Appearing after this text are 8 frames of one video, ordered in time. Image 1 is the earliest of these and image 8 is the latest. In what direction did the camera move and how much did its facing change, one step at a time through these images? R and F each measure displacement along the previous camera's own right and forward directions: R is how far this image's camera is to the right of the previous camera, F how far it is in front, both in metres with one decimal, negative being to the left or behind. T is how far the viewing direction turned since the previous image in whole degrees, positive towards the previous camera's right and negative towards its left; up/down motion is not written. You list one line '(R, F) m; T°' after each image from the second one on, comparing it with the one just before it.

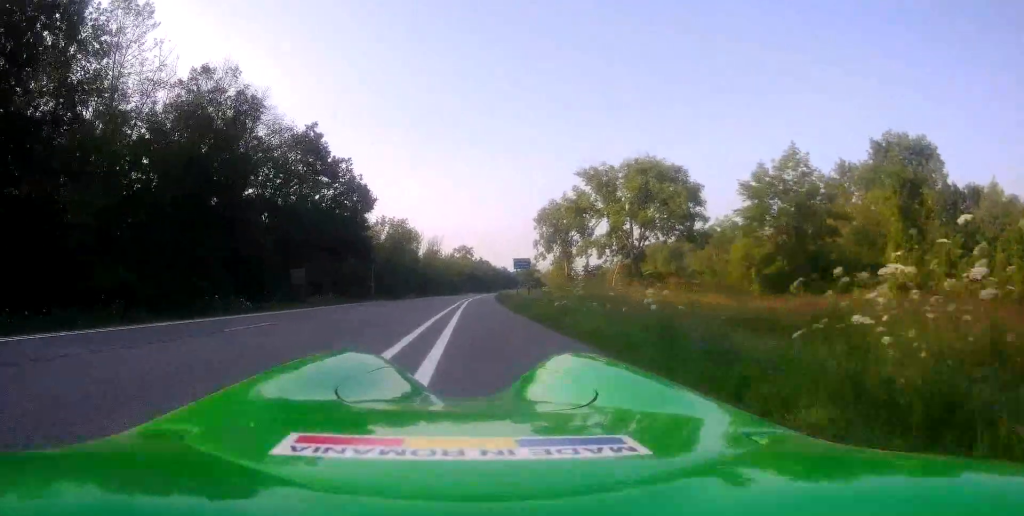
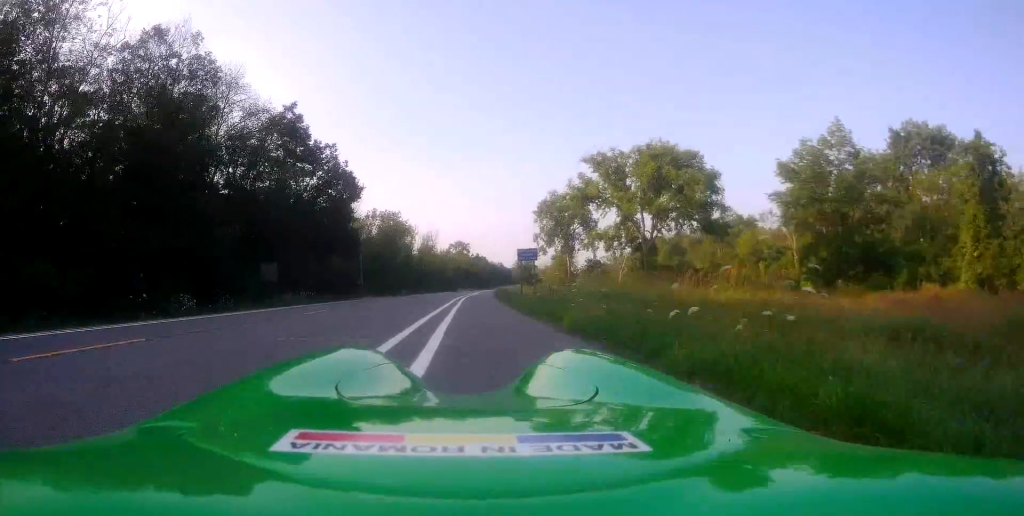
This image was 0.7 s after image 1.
(+0.3, +6.2) m; 0°
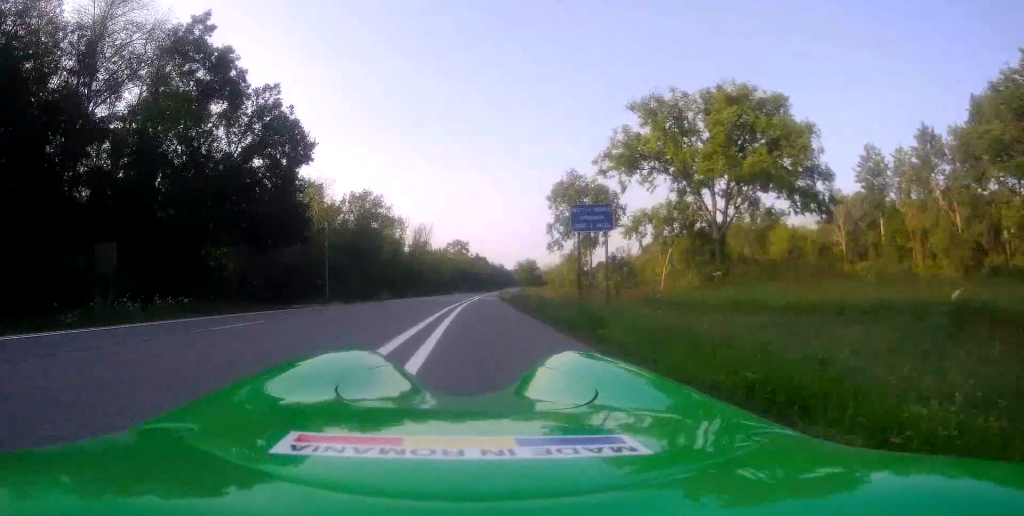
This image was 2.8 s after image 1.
(+0.6, +19.3) m; +4°
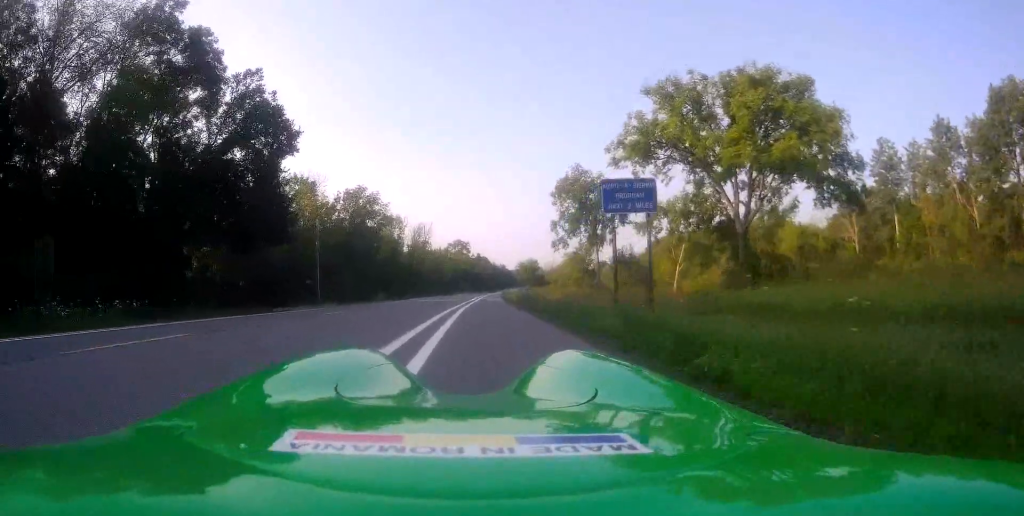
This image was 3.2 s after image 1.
(0.0, +4.2) m; 0°
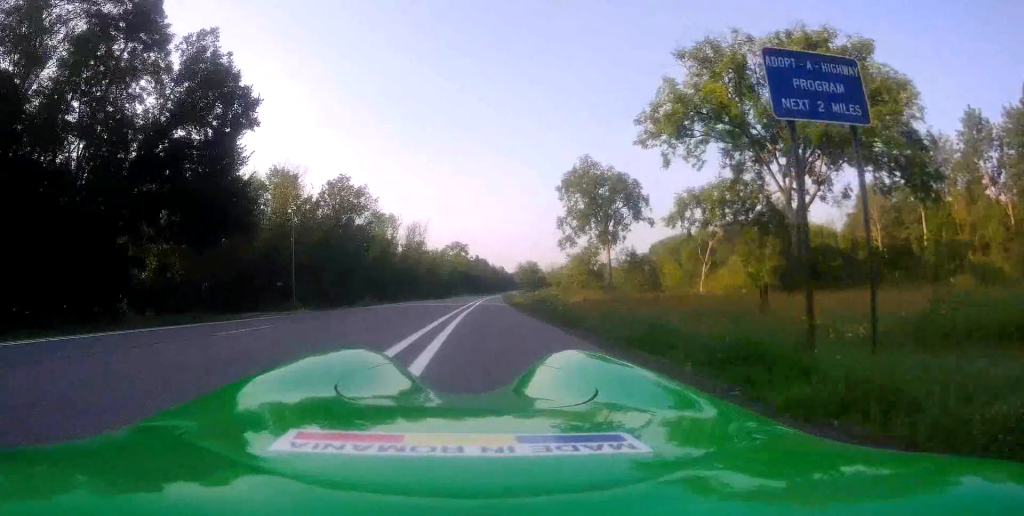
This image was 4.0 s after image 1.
(-0.2, +7.6) m; -2°
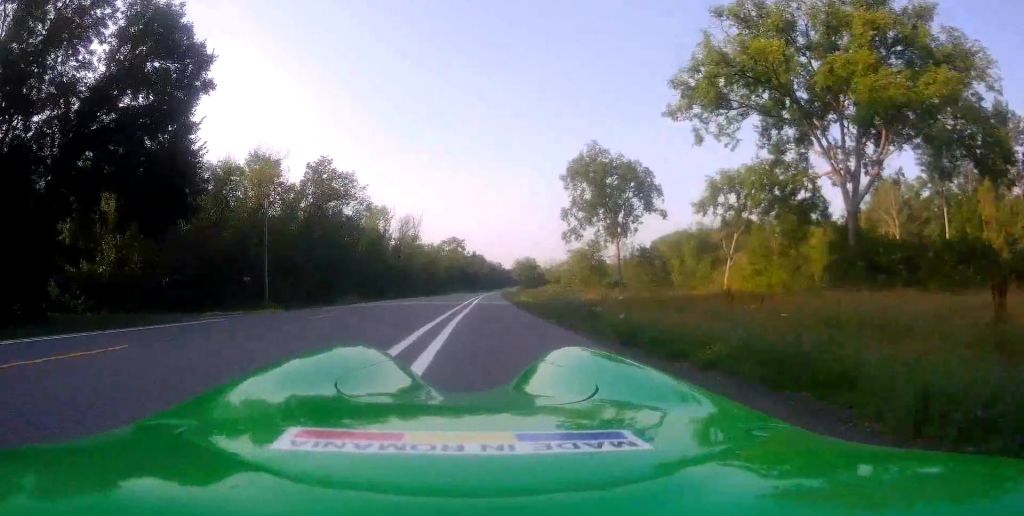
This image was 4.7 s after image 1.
(0.0, +6.2) m; 0°
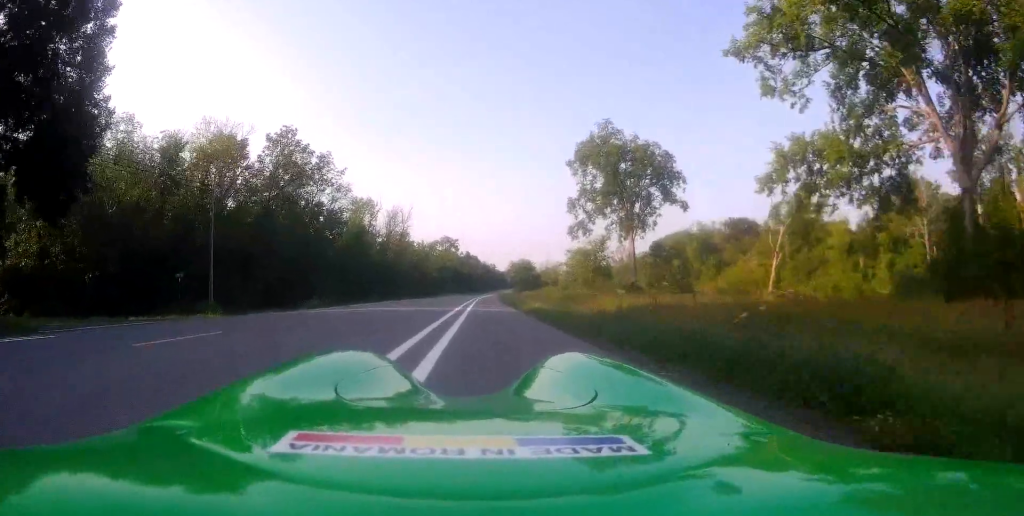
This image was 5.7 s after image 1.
(0.0, +8.7) m; 0°
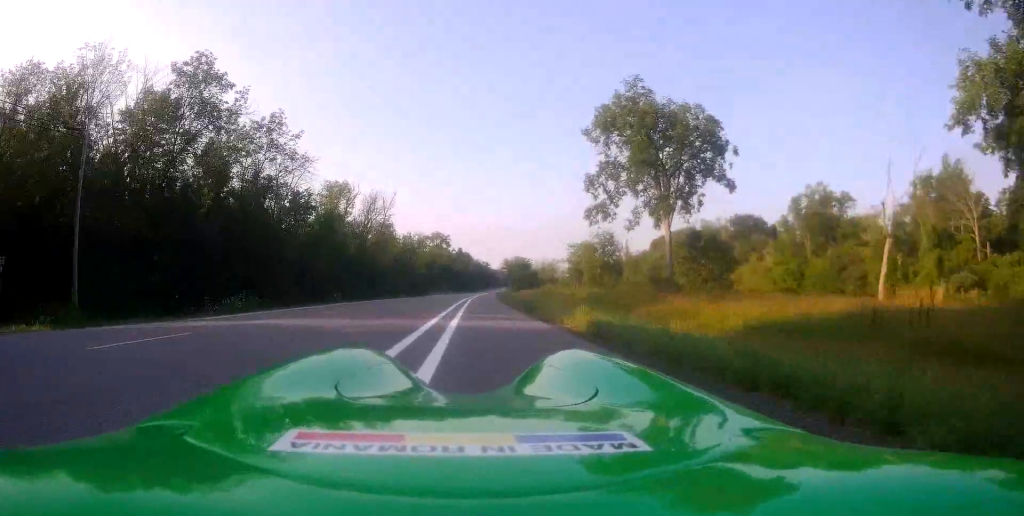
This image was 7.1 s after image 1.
(+0.1, +12.7) m; +2°
